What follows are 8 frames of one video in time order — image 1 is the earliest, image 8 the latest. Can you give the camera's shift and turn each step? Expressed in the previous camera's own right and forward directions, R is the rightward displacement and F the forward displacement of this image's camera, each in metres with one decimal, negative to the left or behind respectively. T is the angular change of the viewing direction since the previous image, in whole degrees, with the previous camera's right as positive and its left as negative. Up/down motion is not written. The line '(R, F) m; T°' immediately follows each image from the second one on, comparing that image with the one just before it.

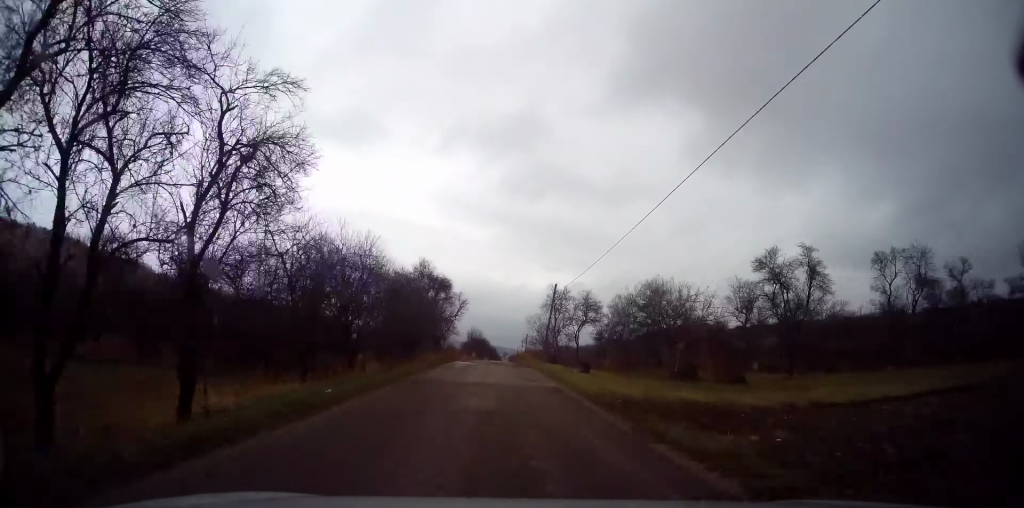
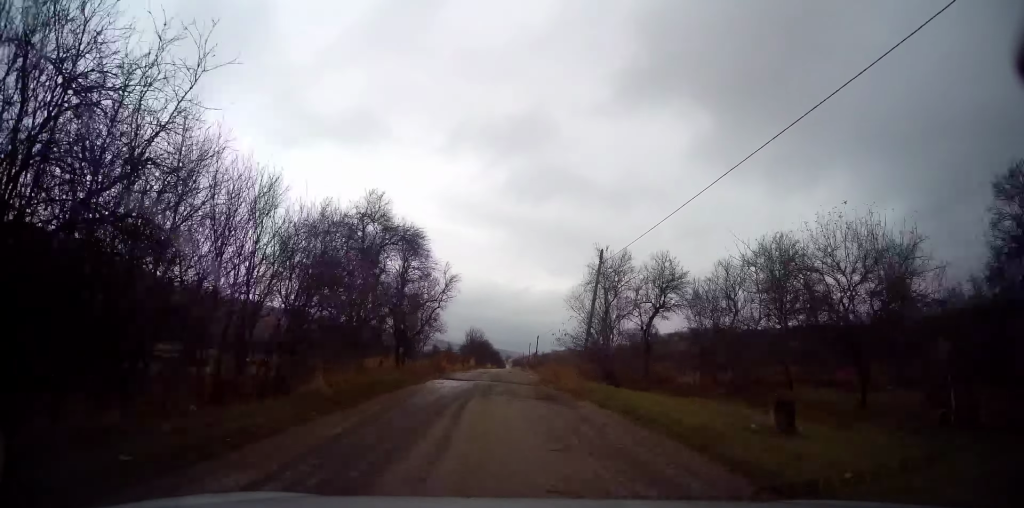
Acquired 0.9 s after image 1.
(+0.1, +16.8) m; +1°
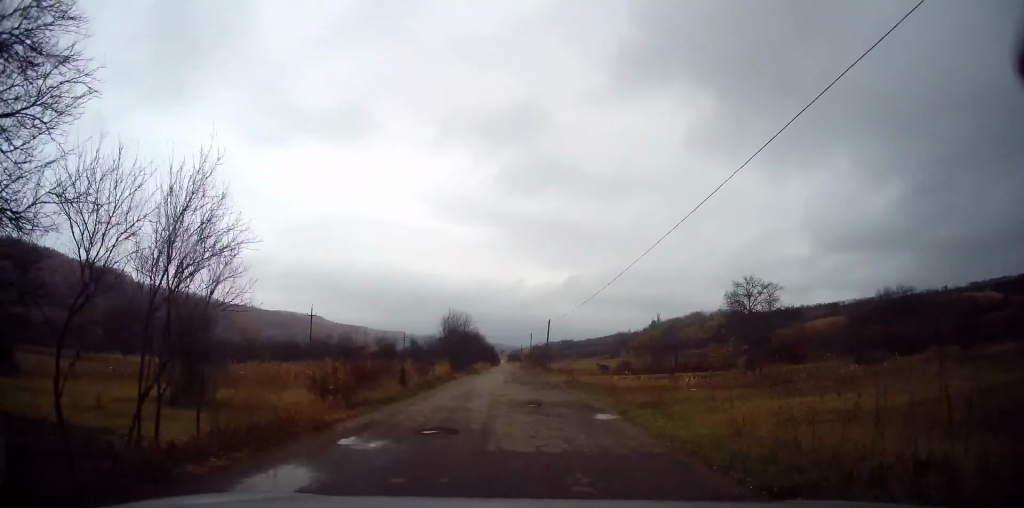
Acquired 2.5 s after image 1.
(+0.3, +26.8) m; +1°
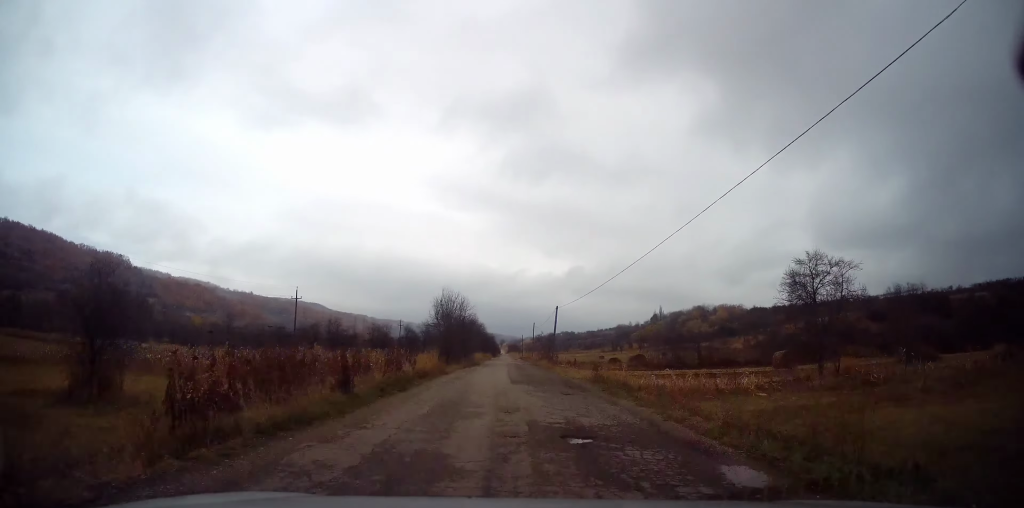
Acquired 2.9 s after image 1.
(0.0, +7.2) m; +1°
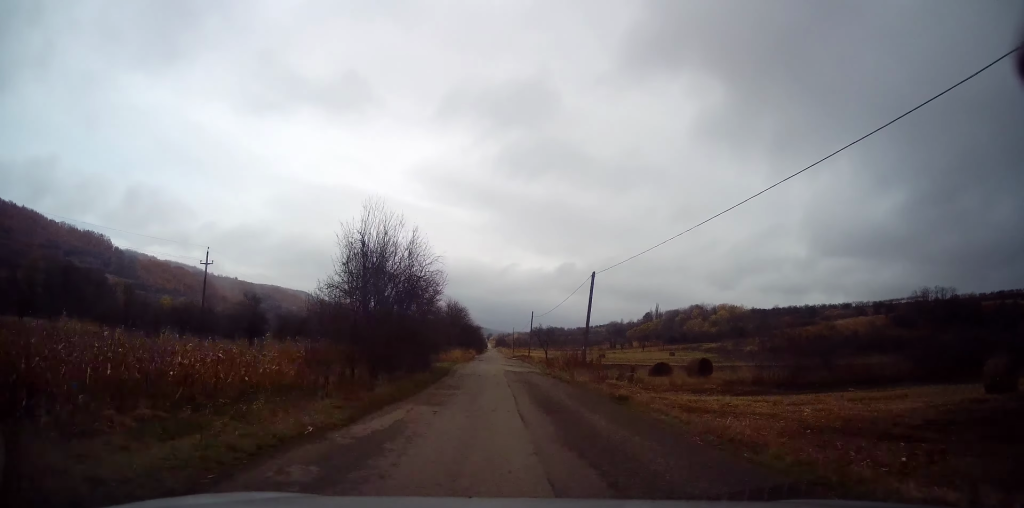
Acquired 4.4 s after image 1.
(+0.4, +23.9) m; +1°
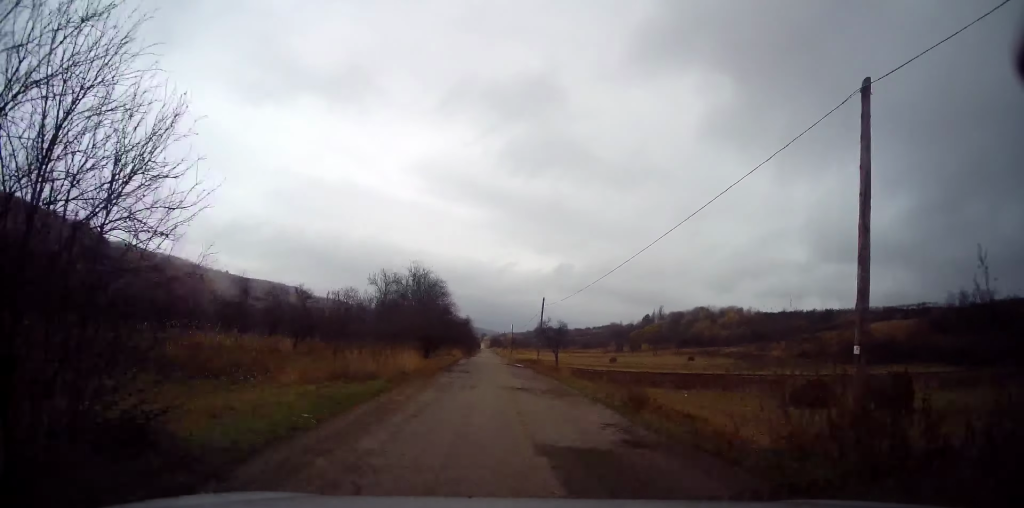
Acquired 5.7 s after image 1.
(-0.2, +22.9) m; -1°
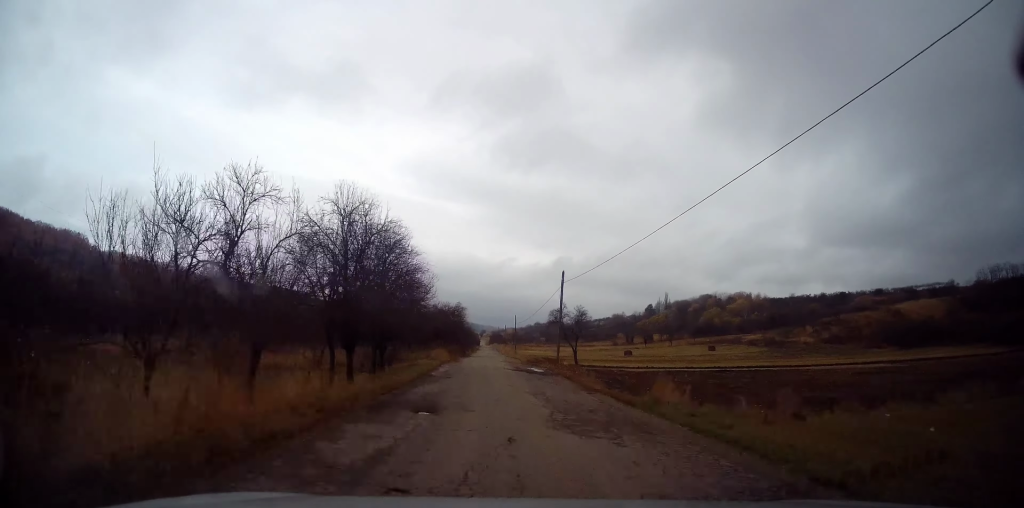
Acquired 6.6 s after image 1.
(0.0, +15.9) m; -1°
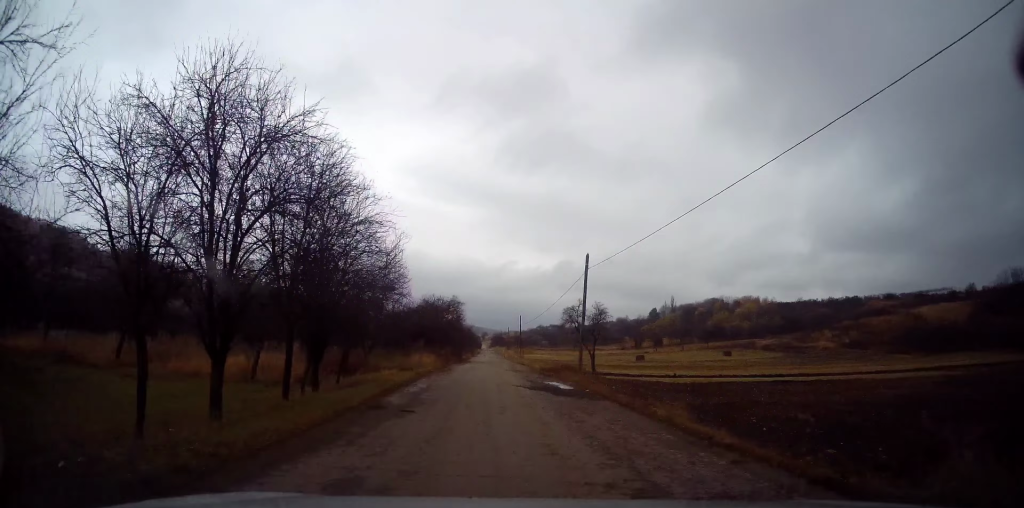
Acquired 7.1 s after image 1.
(-0.1, +9.1) m; 0°
